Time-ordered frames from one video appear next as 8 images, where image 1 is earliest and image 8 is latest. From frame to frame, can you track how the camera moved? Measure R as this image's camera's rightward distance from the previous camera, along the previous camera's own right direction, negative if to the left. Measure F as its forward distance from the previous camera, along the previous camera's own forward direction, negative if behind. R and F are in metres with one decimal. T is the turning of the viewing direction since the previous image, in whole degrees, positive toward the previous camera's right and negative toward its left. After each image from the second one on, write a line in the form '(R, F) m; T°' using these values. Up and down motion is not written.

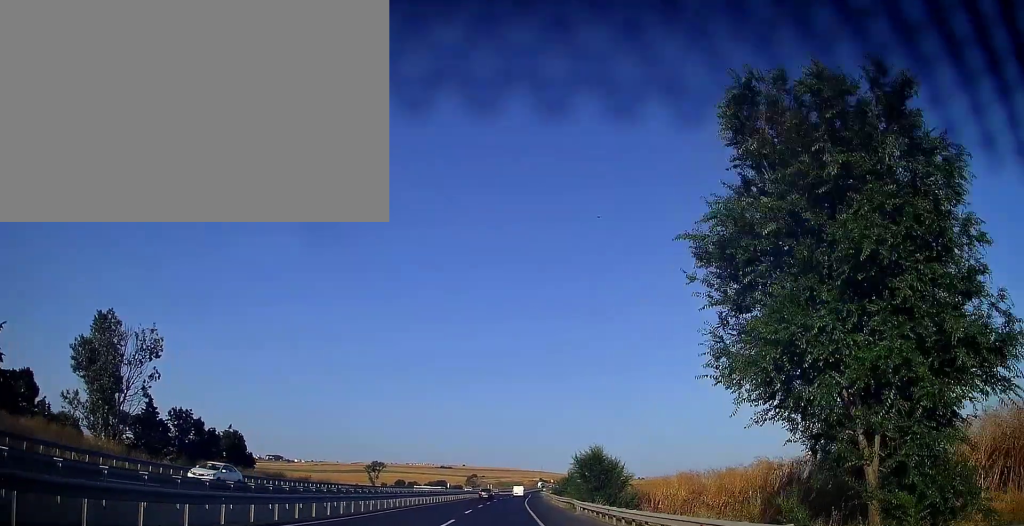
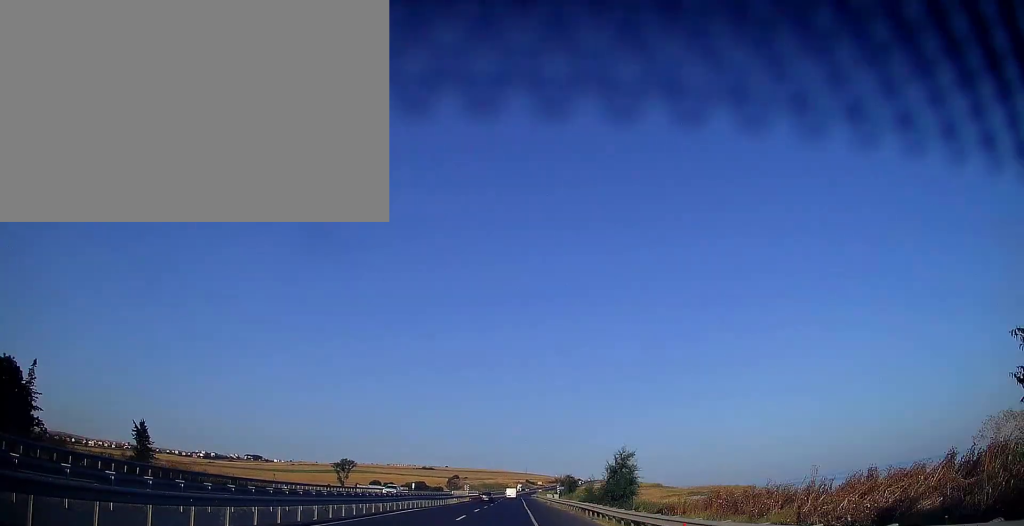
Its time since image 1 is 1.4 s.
(+0.4, +41.1) m; +2°
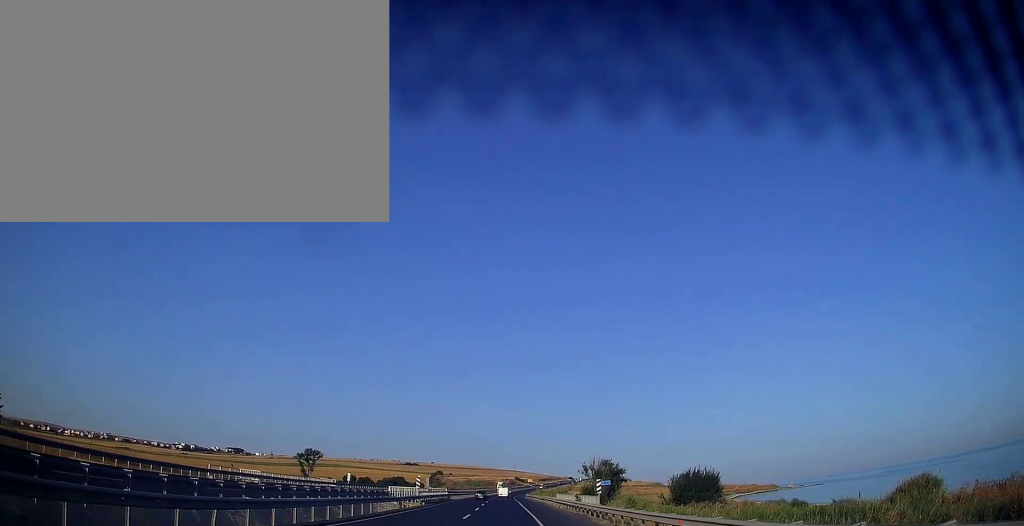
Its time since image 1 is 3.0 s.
(+1.0, +45.9) m; +2°
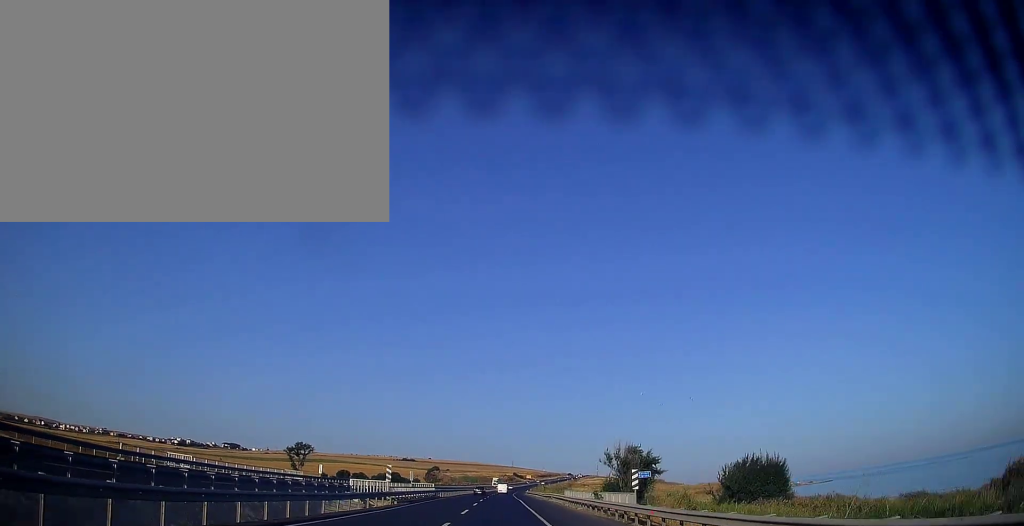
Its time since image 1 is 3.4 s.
(0.0, +13.7) m; 0°
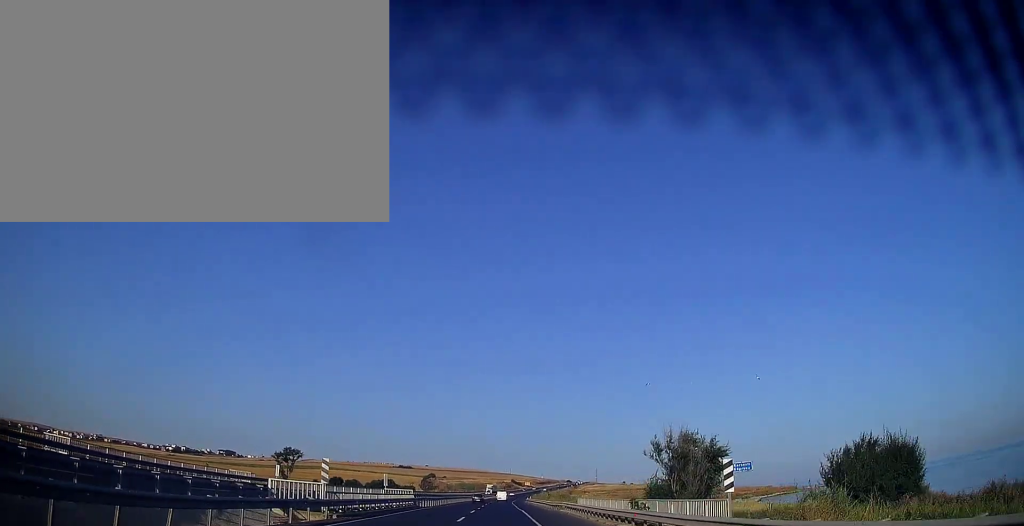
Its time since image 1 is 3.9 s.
(0.0, +13.8) m; 0°
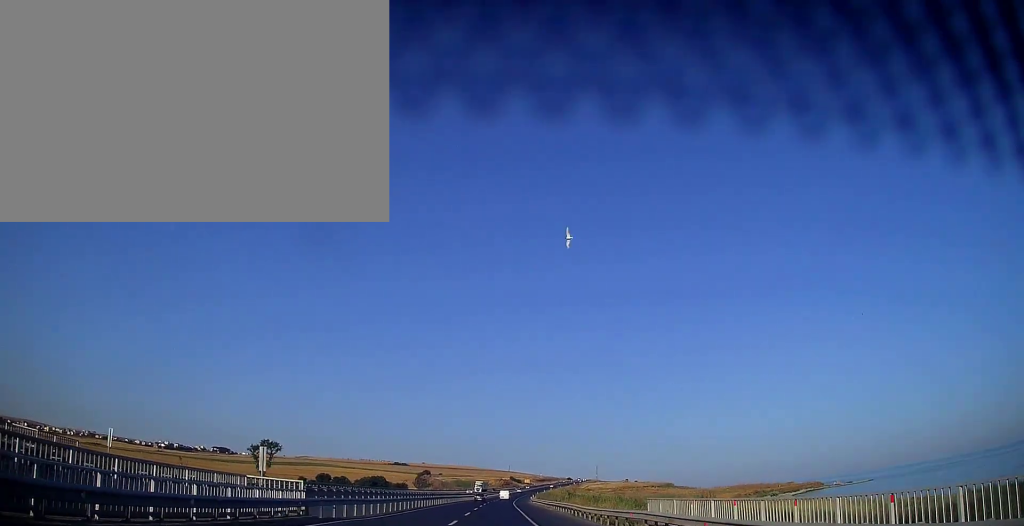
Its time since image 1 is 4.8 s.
(0.0, +27.4) m; 0°
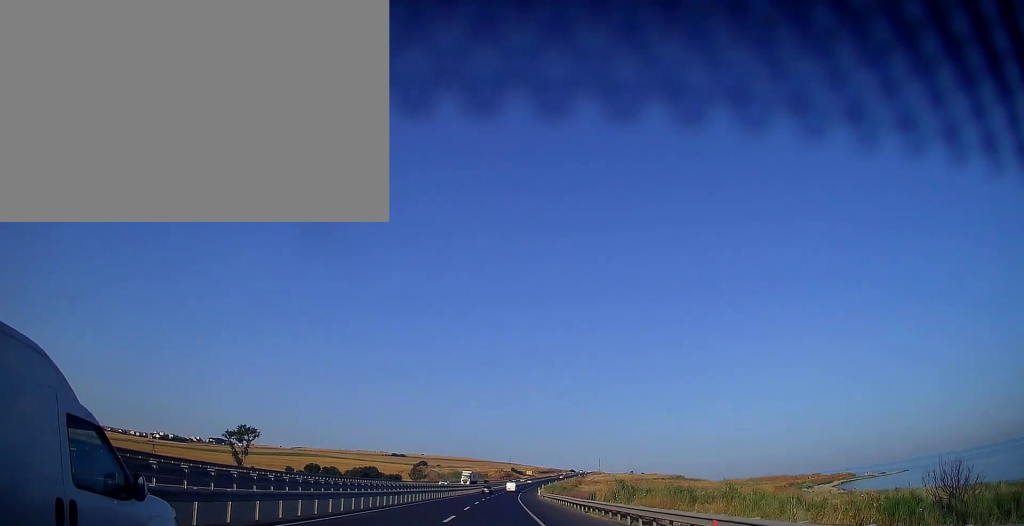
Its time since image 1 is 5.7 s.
(0.0, +25.4) m; 0°
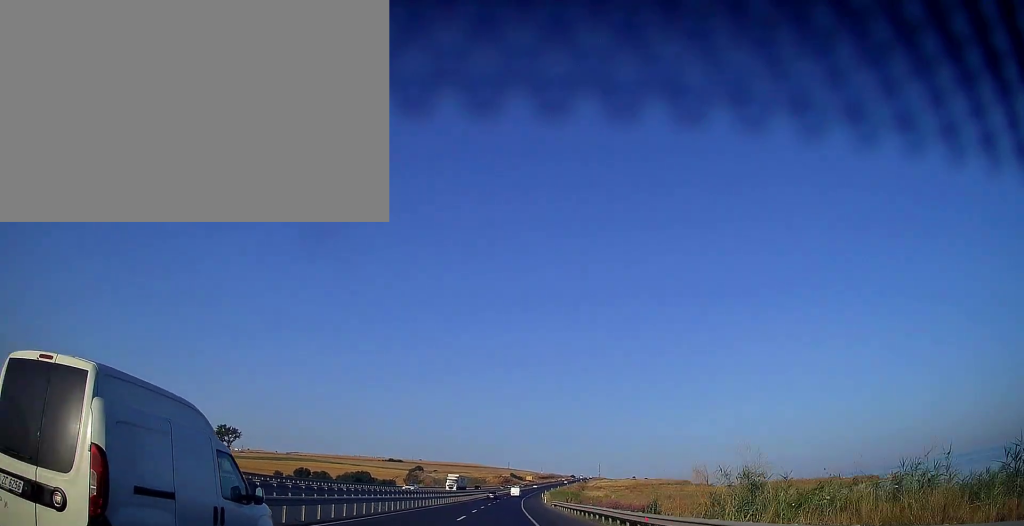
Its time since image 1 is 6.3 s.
(0.0, +17.6) m; 0°
